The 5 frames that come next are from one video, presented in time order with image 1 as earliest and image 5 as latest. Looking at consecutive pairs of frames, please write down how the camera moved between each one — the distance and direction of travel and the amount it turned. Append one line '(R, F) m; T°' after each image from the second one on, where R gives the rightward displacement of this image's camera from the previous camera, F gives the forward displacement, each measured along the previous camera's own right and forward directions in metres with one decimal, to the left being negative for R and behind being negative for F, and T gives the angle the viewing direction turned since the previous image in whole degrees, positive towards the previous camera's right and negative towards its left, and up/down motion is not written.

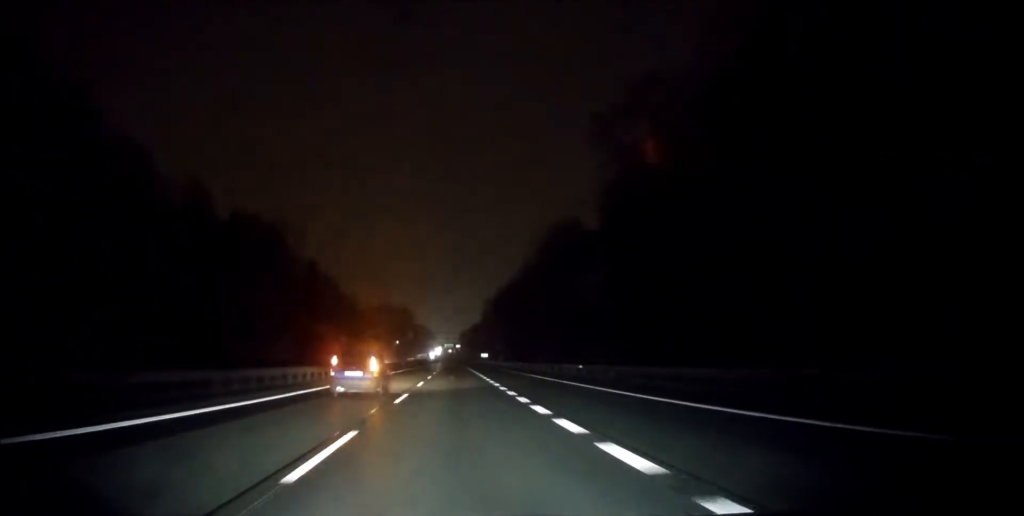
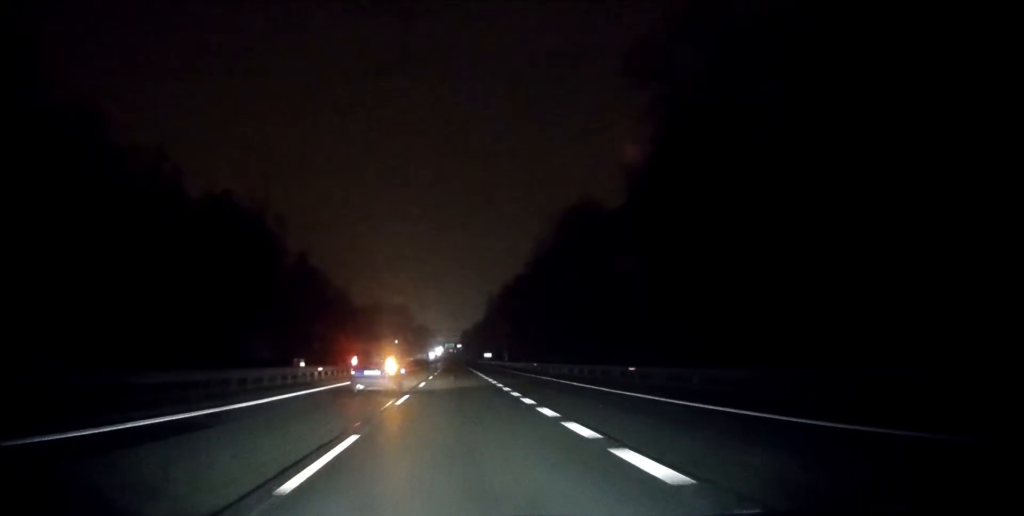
(0.0, +12.5) m; 0°
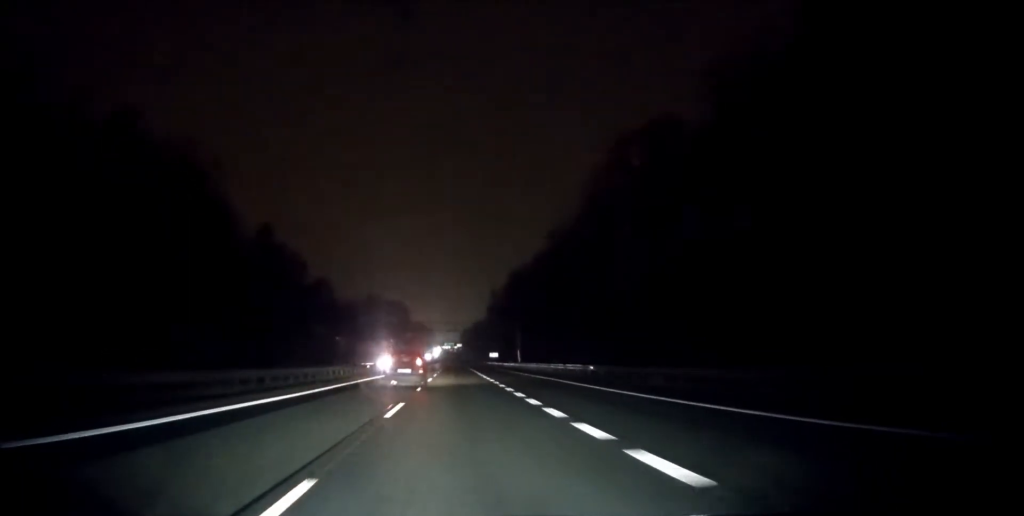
(-0.1, +27.9) m; 0°
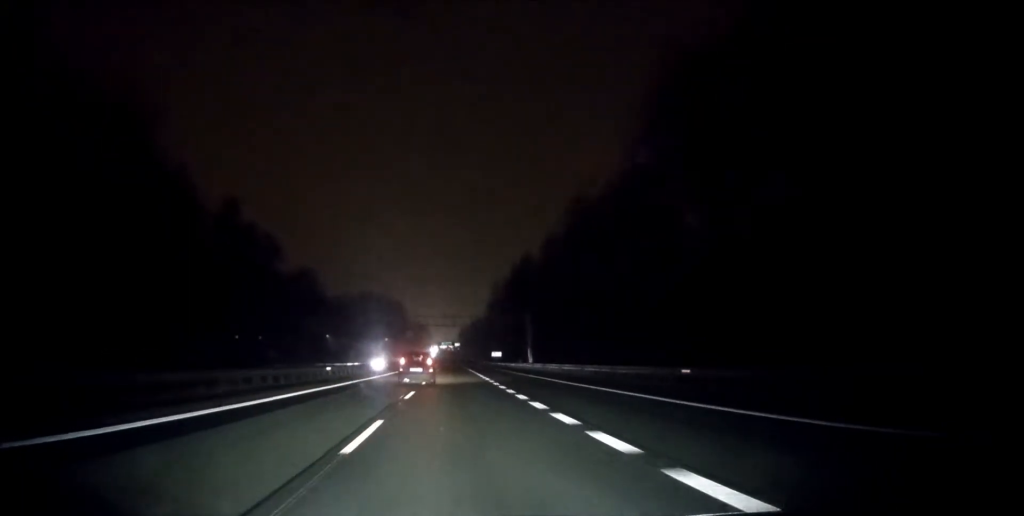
(0.0, +17.4) m; 0°
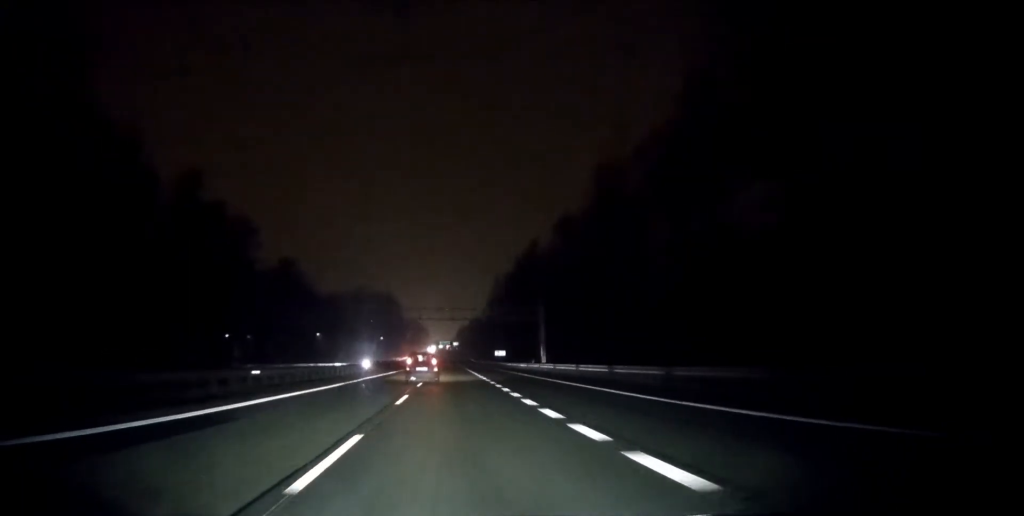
(0.0, +14.5) m; 0°
